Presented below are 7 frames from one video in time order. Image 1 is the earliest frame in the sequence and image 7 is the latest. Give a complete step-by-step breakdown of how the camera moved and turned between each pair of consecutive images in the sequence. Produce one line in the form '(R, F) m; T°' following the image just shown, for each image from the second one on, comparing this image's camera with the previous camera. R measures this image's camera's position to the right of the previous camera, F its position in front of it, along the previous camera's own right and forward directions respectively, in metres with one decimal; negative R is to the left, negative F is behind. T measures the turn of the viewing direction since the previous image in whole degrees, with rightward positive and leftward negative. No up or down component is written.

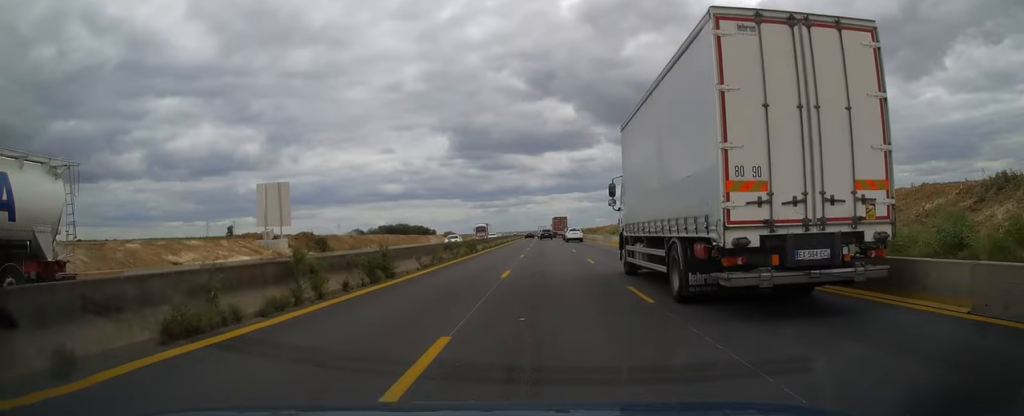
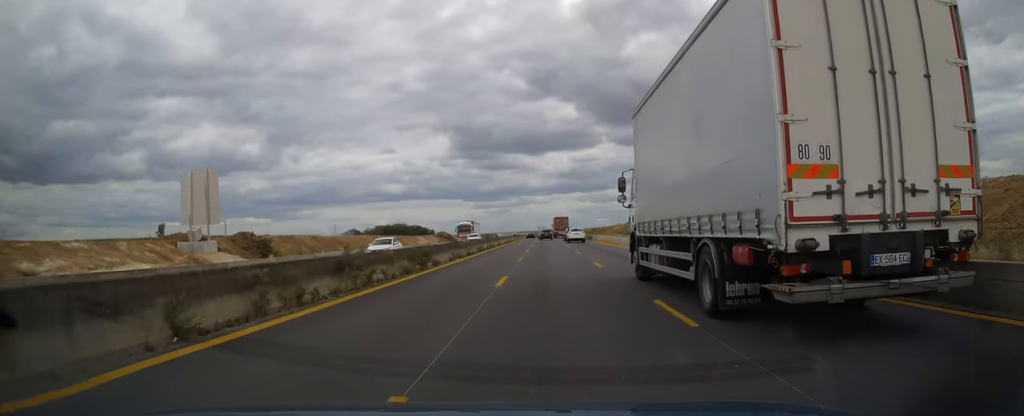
(0.0, +15.7) m; 0°
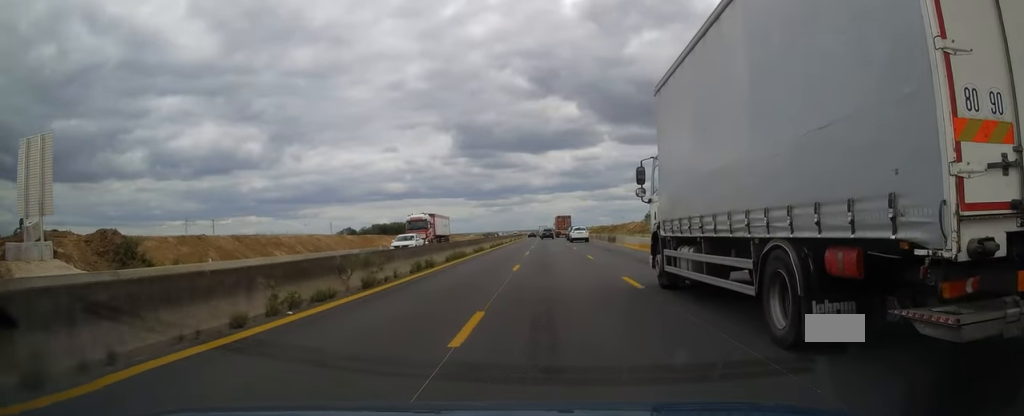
(0.0, +20.7) m; 0°
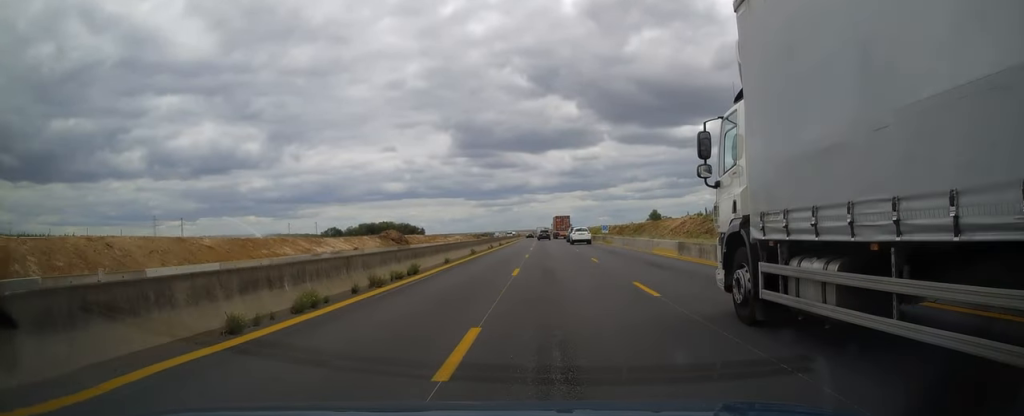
(-0.2, +40.1) m; 0°
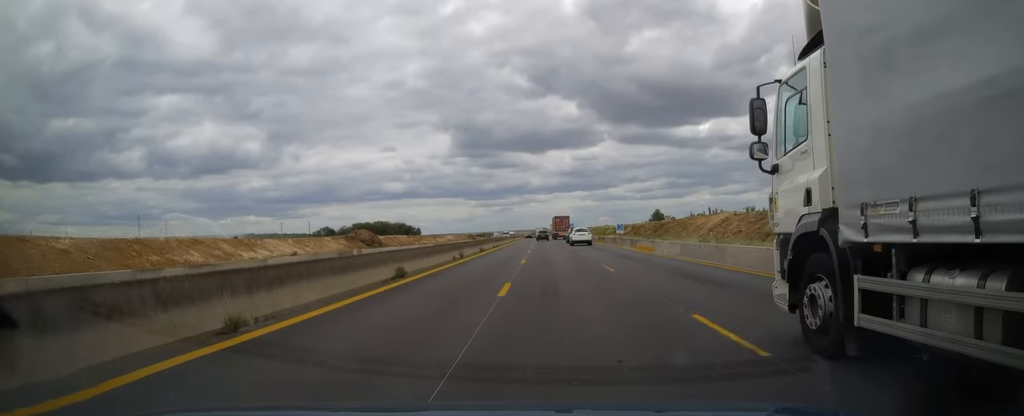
(0.0, +18.6) m; 0°
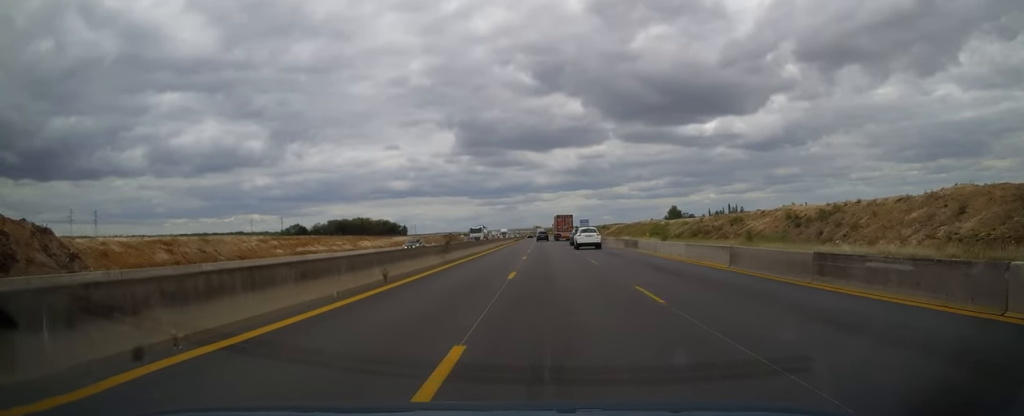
(0.0, +73.0) m; 0°
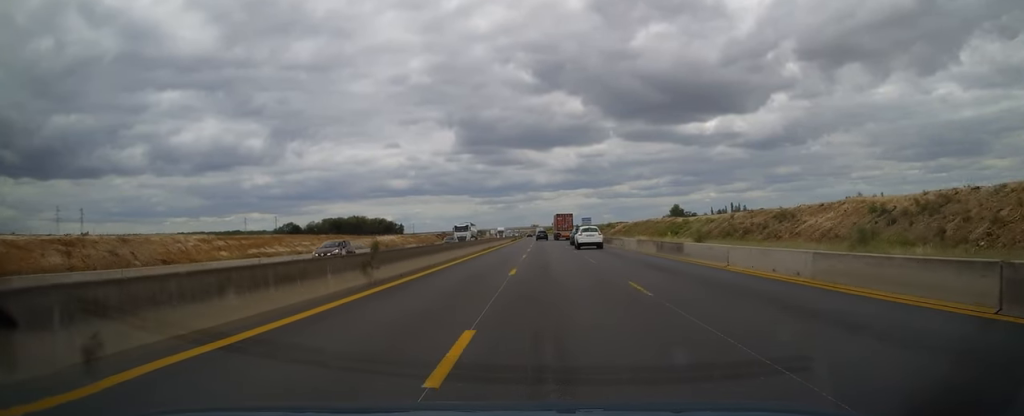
(-0.1, +11.9) m; 0°
